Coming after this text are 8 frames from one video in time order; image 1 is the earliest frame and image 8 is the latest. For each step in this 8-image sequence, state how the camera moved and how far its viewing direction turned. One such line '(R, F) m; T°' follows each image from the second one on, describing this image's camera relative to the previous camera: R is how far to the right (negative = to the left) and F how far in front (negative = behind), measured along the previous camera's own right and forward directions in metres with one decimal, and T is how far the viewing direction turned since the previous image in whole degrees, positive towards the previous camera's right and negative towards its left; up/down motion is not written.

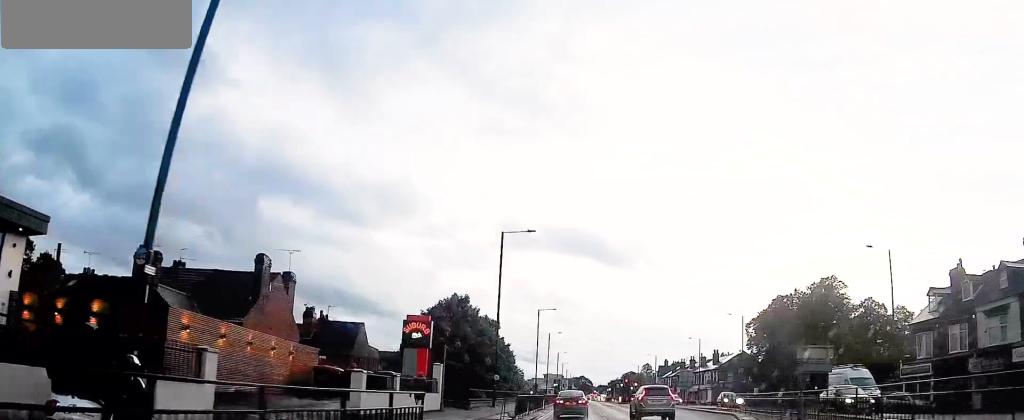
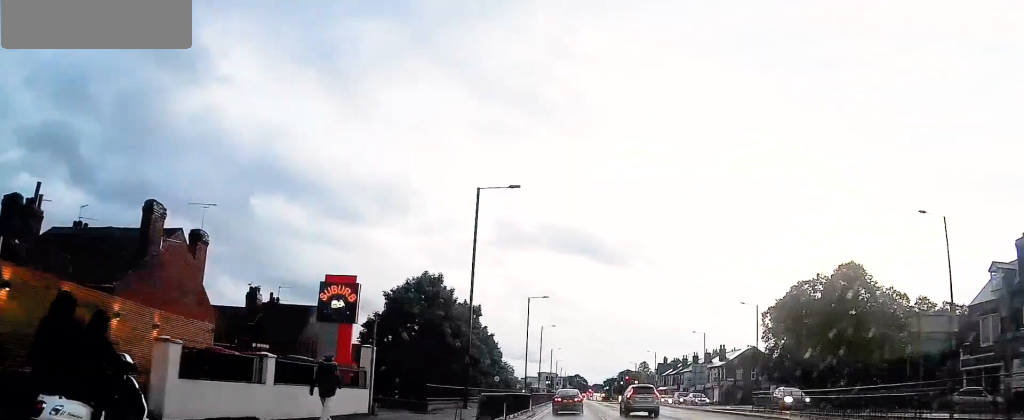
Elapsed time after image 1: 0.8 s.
(0.0, +9.2) m; 0°
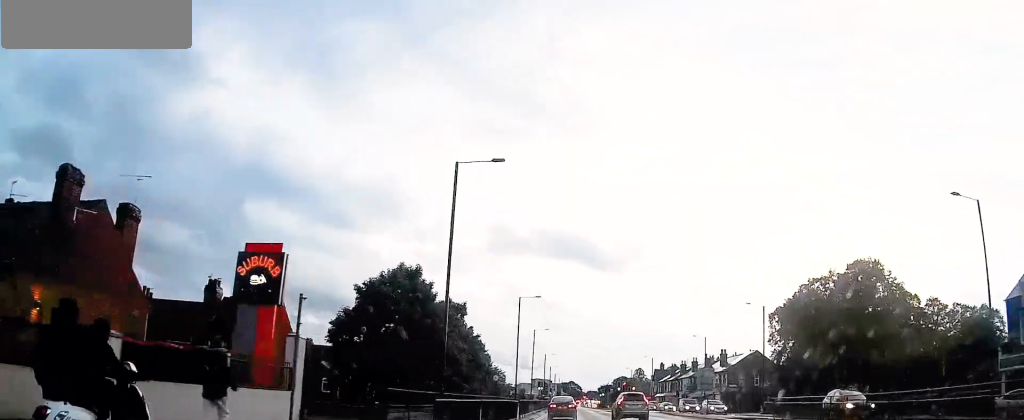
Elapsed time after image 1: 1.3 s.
(0.0, +4.9) m; 0°
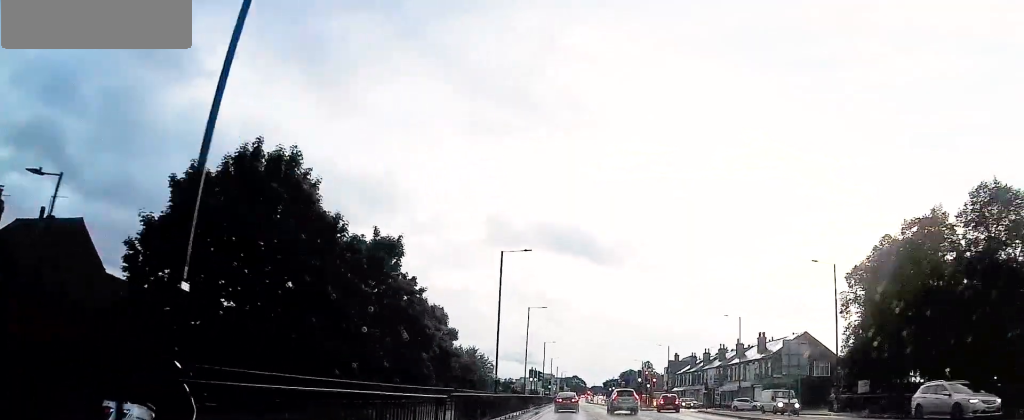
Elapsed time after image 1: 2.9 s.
(-0.2, +19.8) m; 0°
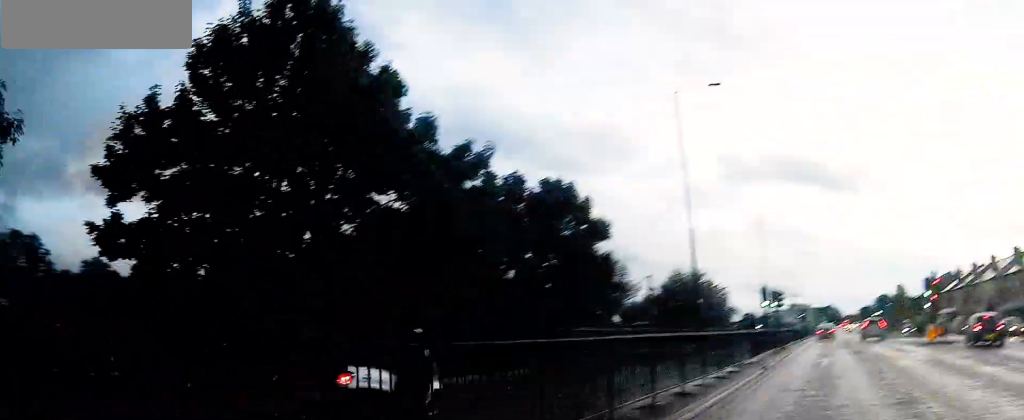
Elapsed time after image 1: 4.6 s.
(+0.4, +20.8) m; +1°
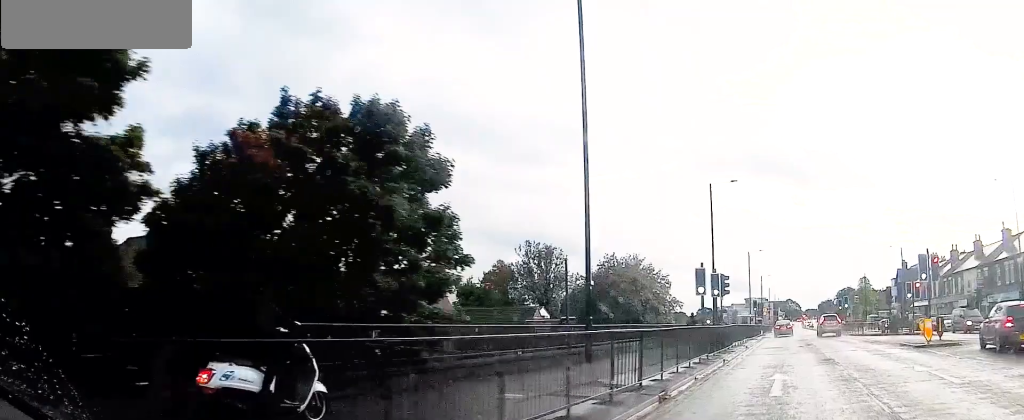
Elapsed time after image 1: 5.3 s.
(-0.1, +9.0) m; -1°
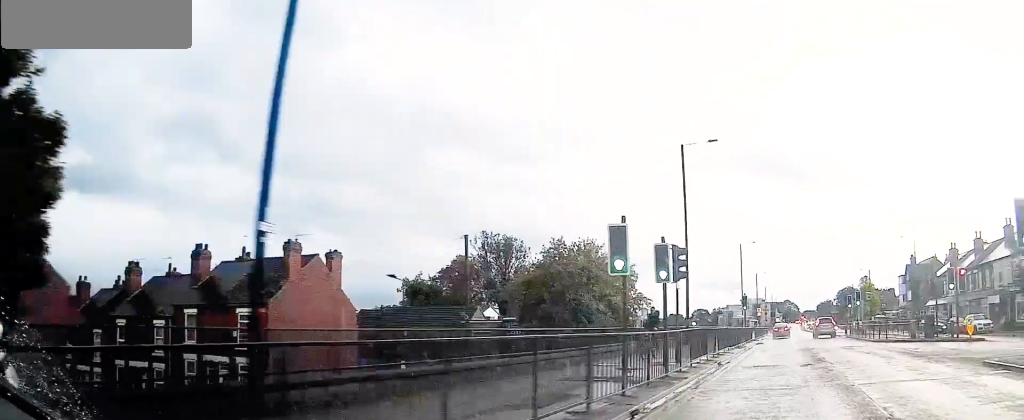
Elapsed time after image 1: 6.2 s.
(0.0, +12.2) m; 0°
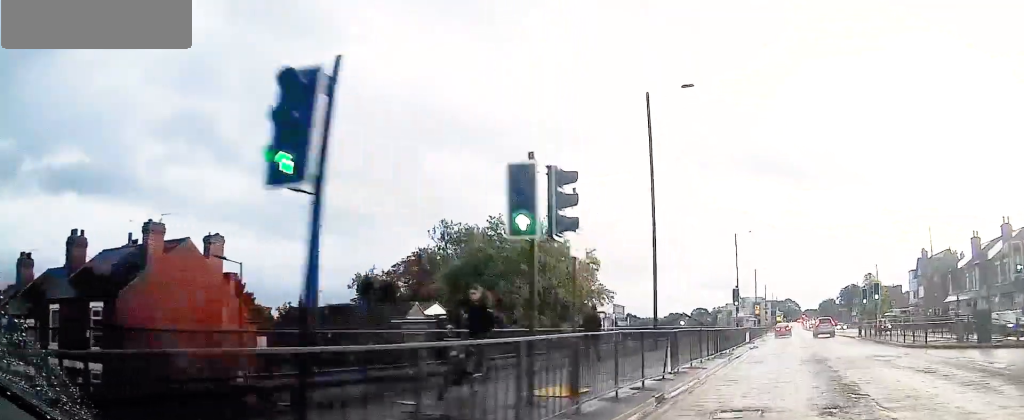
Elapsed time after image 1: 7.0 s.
(0.0, +9.7) m; 0°
